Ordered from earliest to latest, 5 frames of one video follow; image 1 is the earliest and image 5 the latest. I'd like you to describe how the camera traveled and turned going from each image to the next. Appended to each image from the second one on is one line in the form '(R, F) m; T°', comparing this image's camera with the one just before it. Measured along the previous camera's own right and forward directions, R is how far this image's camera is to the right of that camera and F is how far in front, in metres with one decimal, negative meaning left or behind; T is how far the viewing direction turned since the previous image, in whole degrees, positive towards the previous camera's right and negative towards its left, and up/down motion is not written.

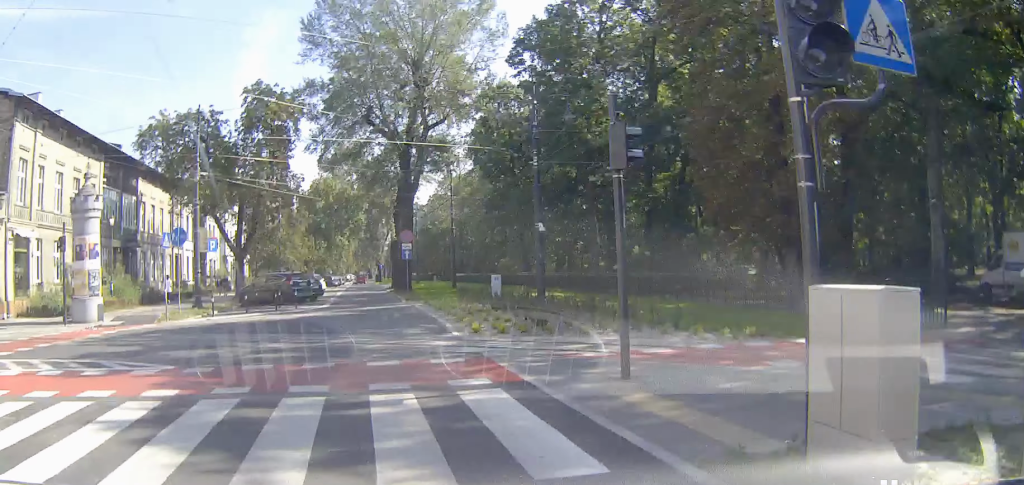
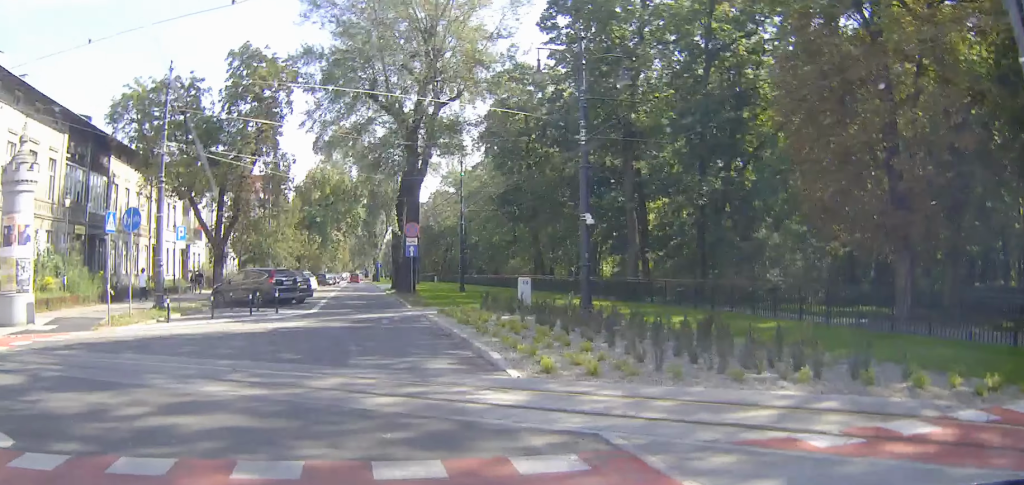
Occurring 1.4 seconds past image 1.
(0.0, +6.7) m; +2°
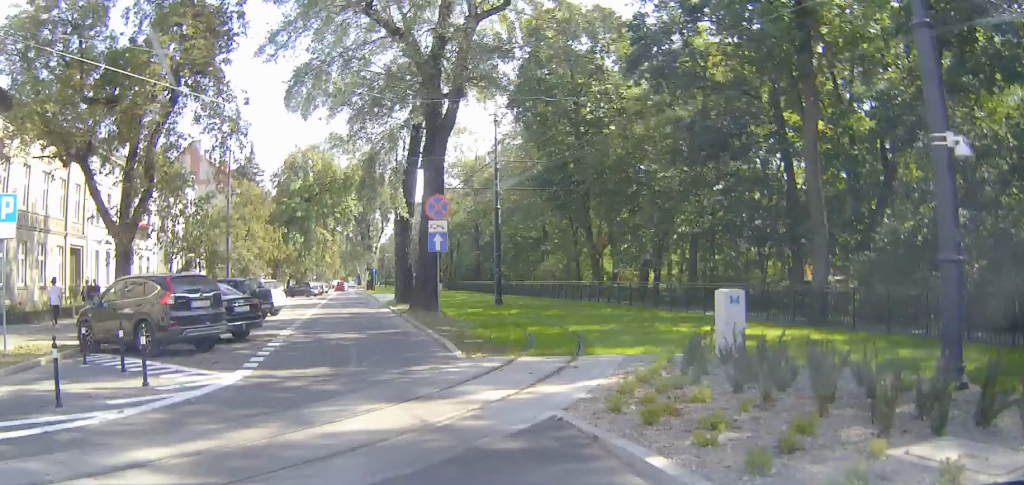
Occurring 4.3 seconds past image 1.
(+0.5, +15.9) m; +2°
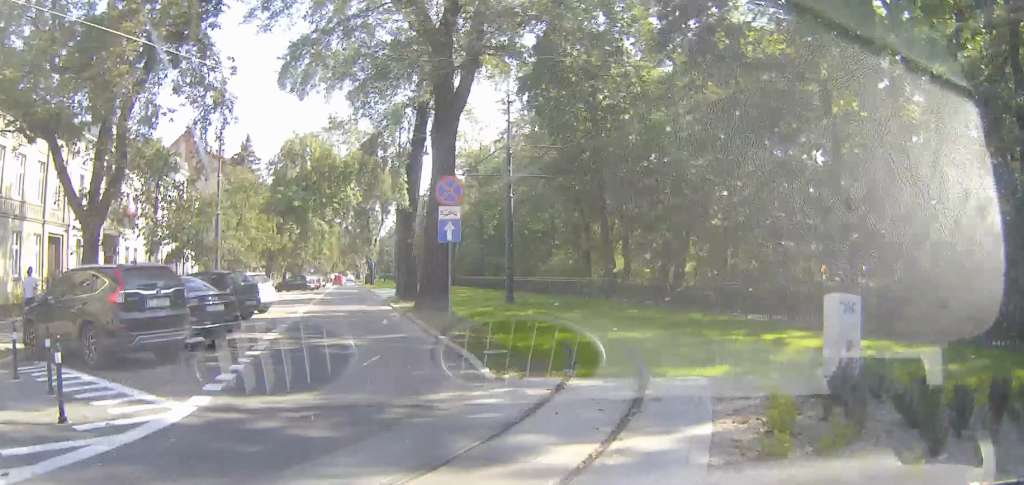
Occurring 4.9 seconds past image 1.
(0.0, +3.4) m; 0°
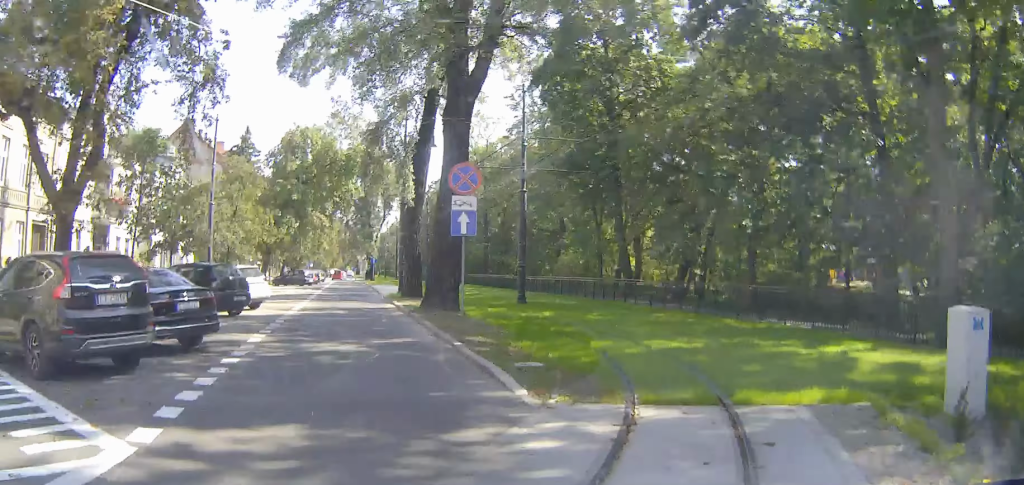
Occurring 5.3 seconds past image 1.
(0.0, +2.5) m; 0°
